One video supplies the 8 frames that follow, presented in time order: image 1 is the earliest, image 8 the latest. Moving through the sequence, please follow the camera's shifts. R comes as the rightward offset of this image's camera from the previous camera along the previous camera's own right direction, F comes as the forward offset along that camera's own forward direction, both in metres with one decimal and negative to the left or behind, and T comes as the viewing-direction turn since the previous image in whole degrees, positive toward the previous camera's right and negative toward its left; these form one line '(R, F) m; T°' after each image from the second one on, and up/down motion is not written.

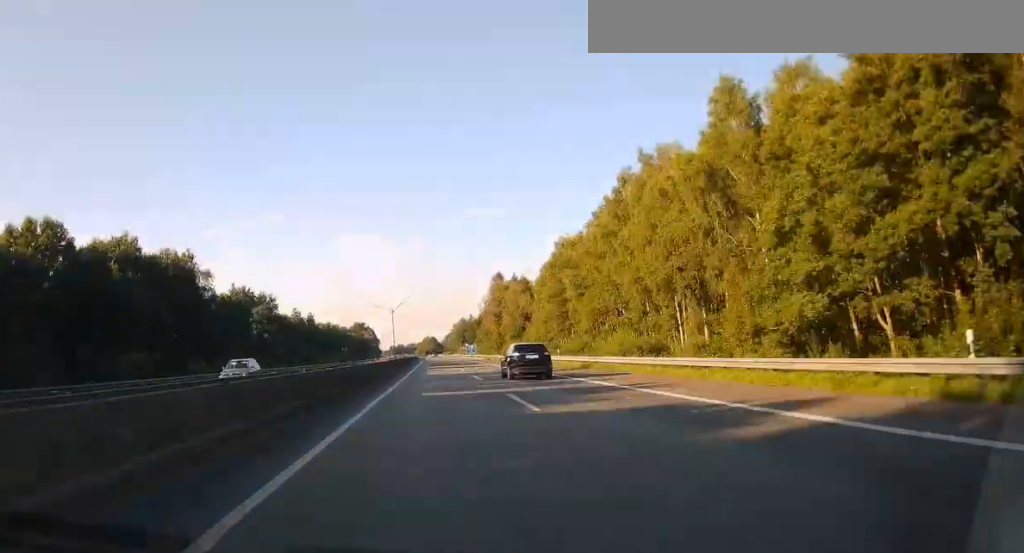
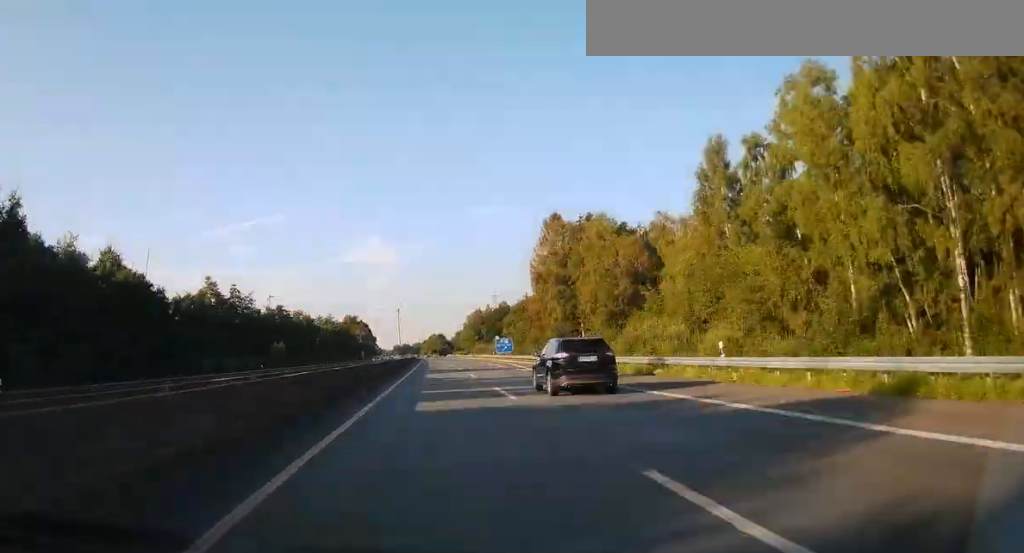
(-0.7, +80.6) m; 0°
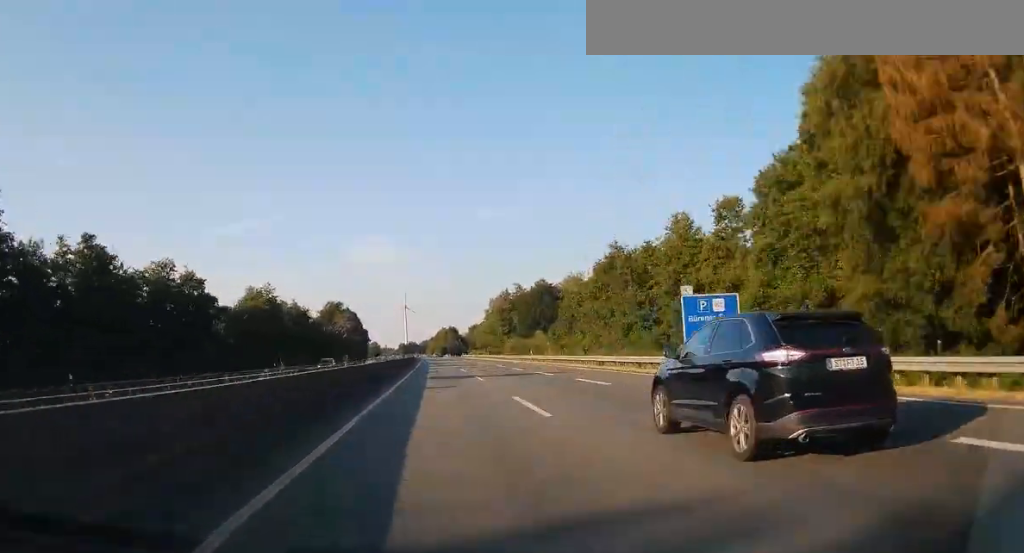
(-0.3, +86.3) m; 0°
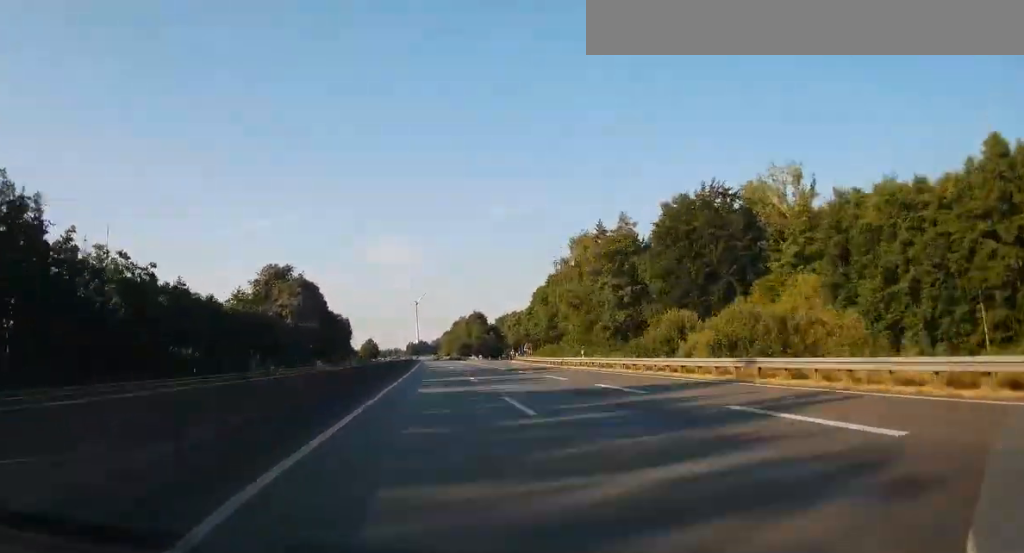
(-0.2, +113.0) m; -1°
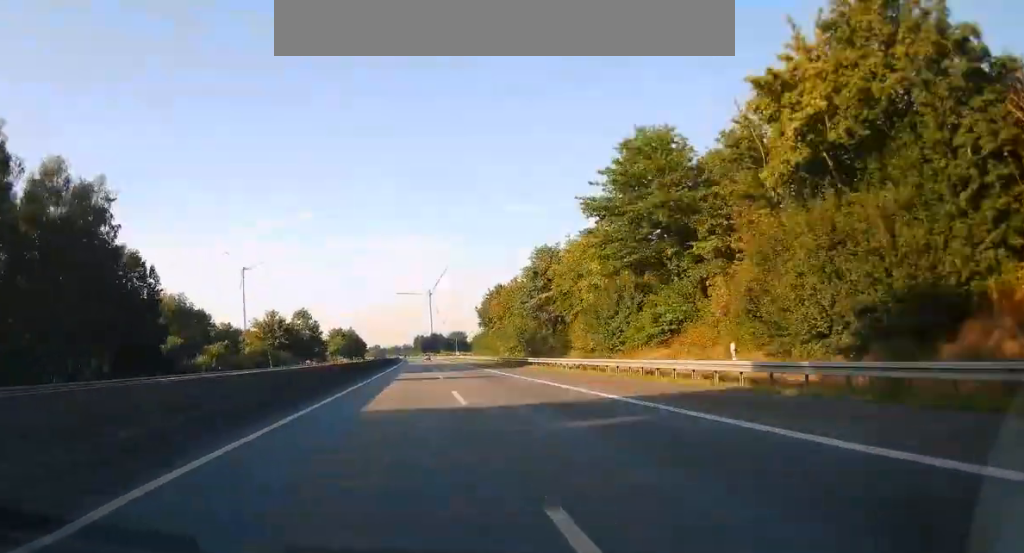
(-2.7, +183.8) m; -2°
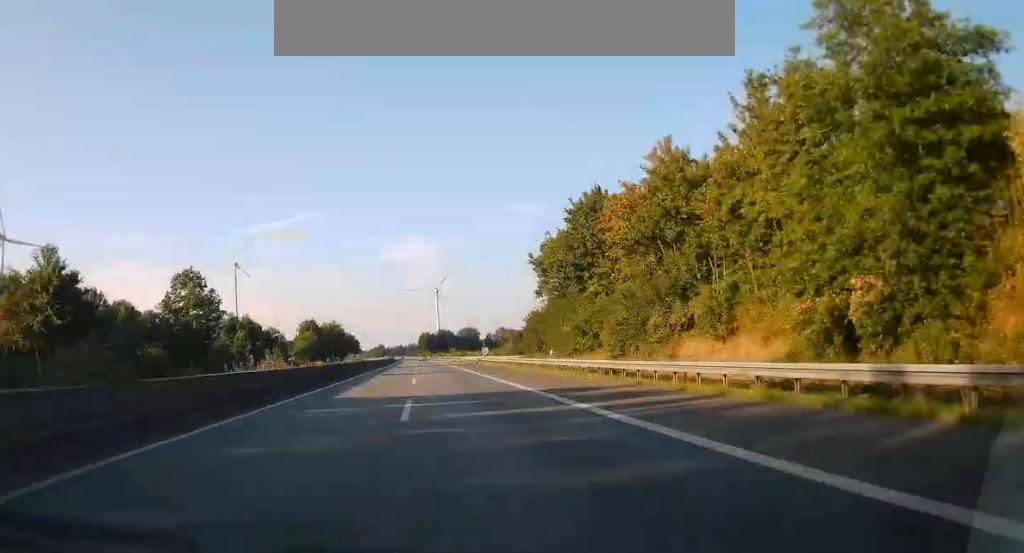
(-0.2, +70.9) m; -1°
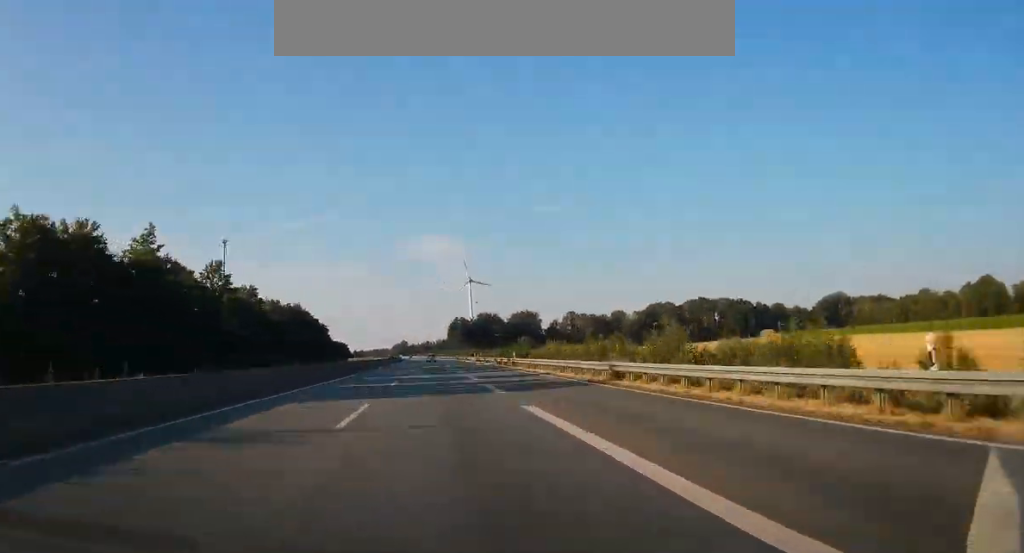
(-3.0, +249.6) m; -2°
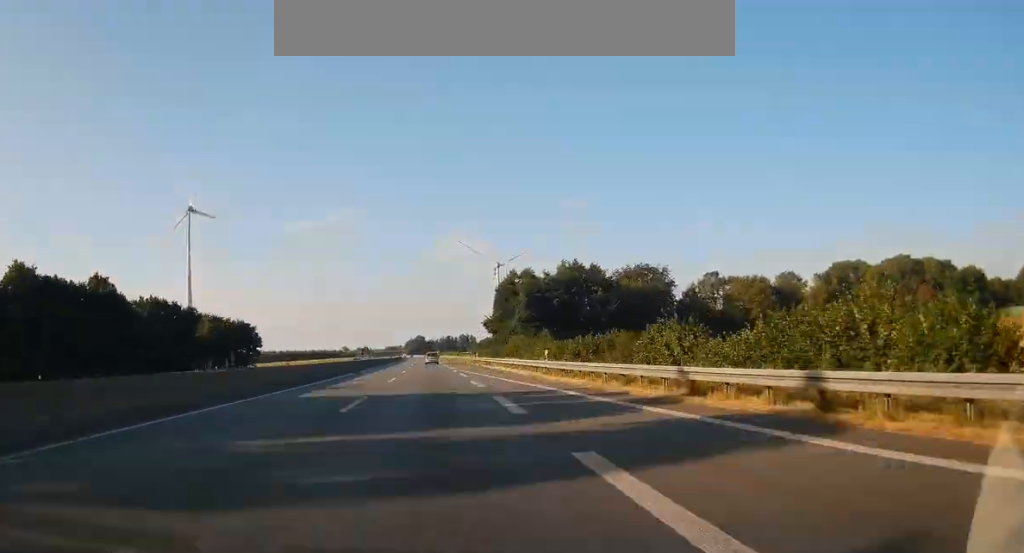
(-4.2, +197.6) m; -2°
